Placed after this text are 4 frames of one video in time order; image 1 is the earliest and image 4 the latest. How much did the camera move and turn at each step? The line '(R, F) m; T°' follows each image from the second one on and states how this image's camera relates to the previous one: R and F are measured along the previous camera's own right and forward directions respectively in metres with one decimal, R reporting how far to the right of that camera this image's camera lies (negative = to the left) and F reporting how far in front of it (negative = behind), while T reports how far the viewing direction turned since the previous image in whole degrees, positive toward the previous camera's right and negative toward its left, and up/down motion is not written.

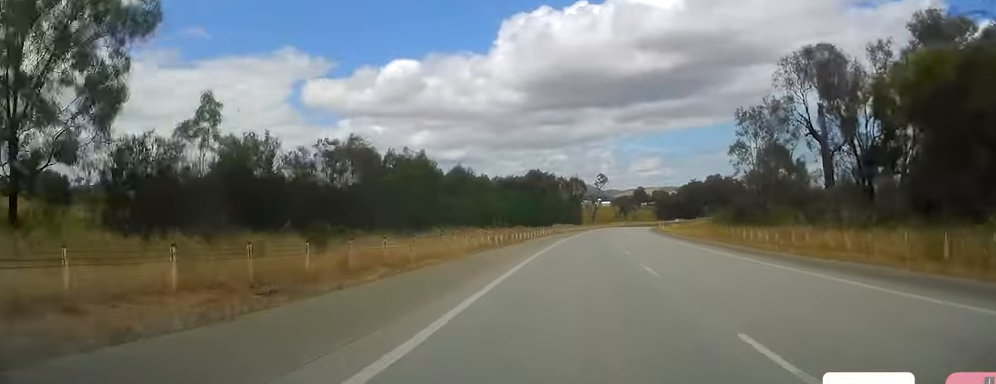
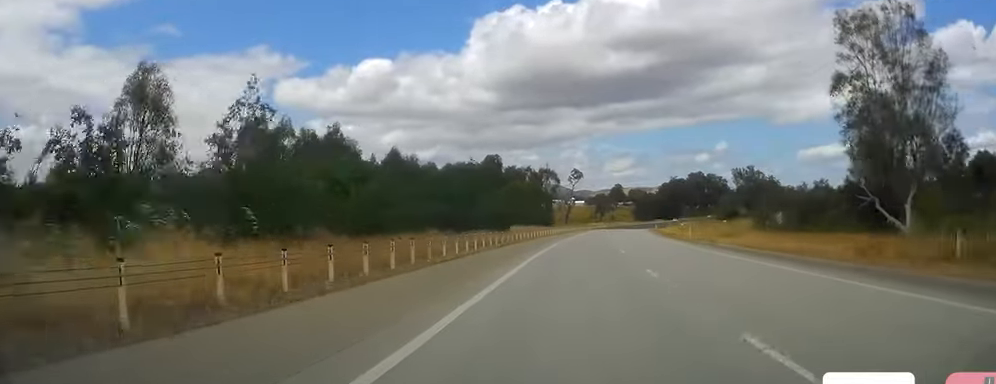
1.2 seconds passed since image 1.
(+0.6, +35.5) m; +1°
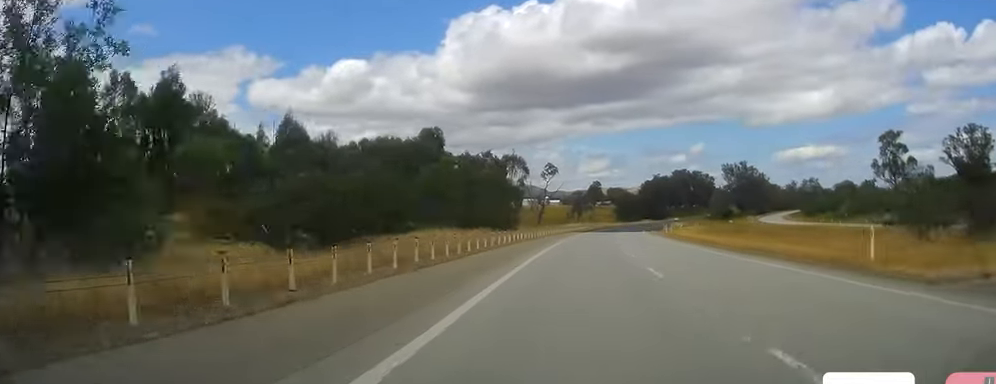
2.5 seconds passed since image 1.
(+0.9, +36.4) m; +2°
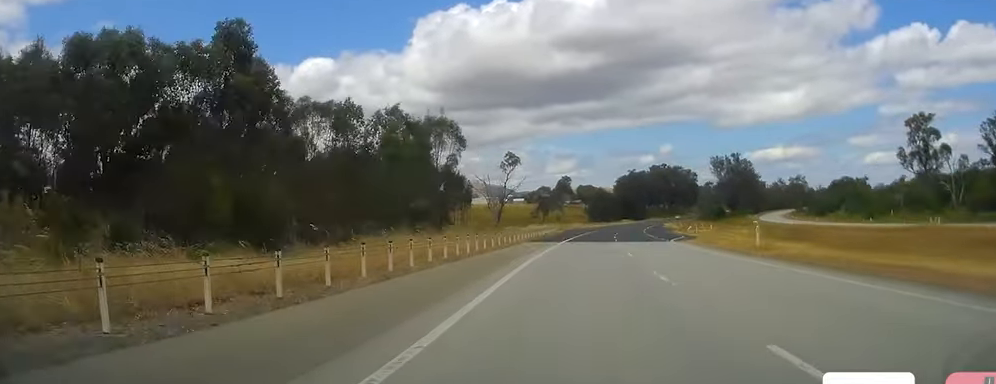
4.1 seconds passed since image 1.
(+0.6, +47.1) m; +3°
